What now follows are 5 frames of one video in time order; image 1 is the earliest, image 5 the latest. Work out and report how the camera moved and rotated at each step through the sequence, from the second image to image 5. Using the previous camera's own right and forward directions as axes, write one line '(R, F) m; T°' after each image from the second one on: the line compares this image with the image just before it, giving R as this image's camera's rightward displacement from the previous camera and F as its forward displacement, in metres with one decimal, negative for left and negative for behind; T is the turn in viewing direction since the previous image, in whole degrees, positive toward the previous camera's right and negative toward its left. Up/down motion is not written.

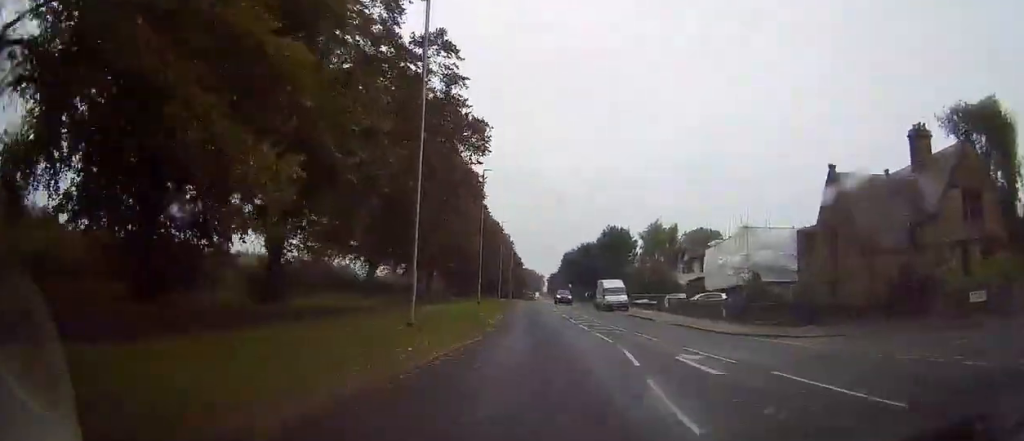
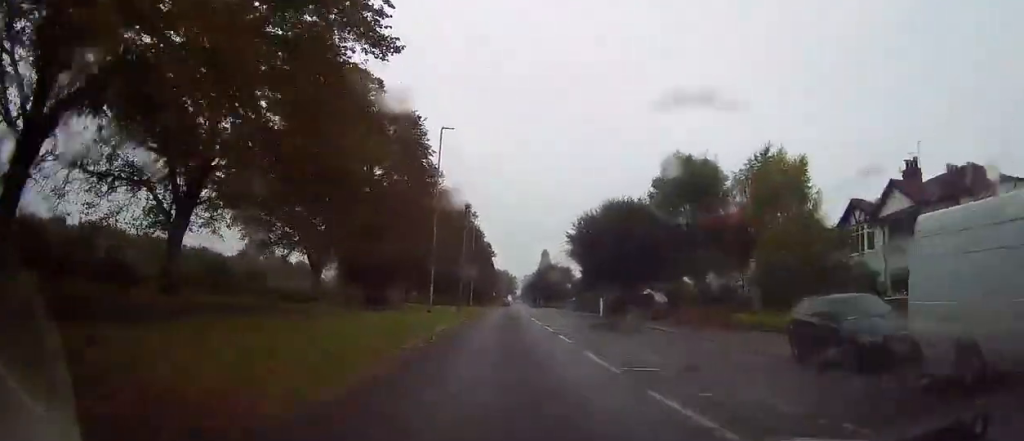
(+2.3, +50.0) m; +4°
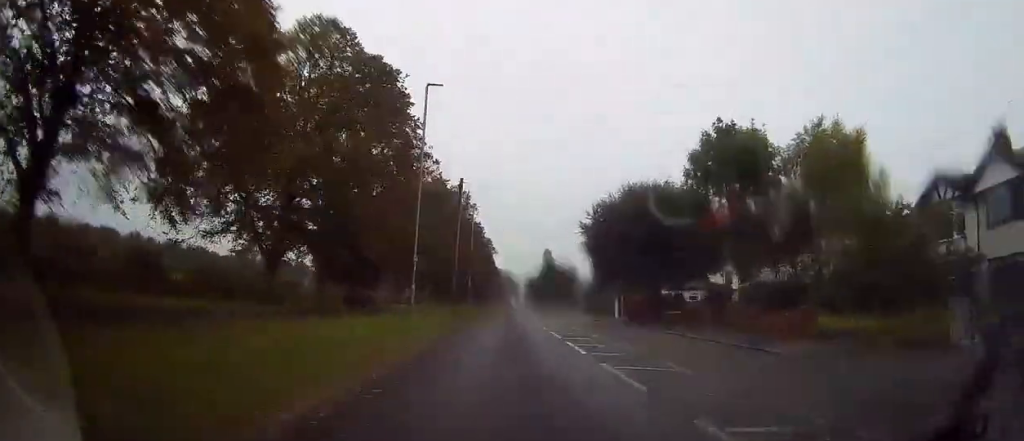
(+0.1, +8.0) m; +1°
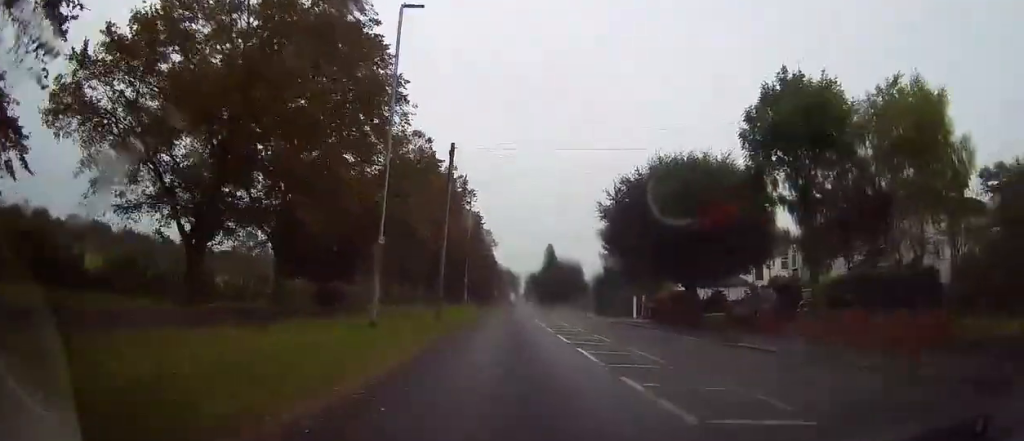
(0.0, +8.2) m; 0°
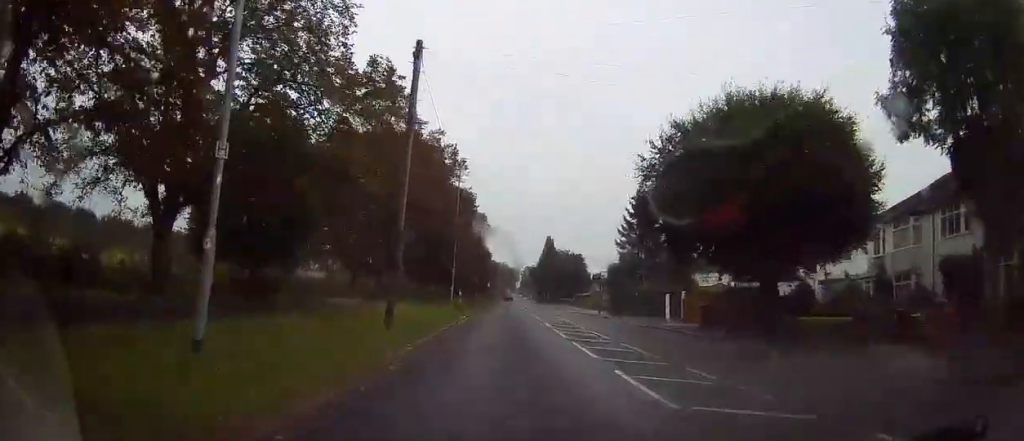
(-0.1, +11.6) m; -1°
